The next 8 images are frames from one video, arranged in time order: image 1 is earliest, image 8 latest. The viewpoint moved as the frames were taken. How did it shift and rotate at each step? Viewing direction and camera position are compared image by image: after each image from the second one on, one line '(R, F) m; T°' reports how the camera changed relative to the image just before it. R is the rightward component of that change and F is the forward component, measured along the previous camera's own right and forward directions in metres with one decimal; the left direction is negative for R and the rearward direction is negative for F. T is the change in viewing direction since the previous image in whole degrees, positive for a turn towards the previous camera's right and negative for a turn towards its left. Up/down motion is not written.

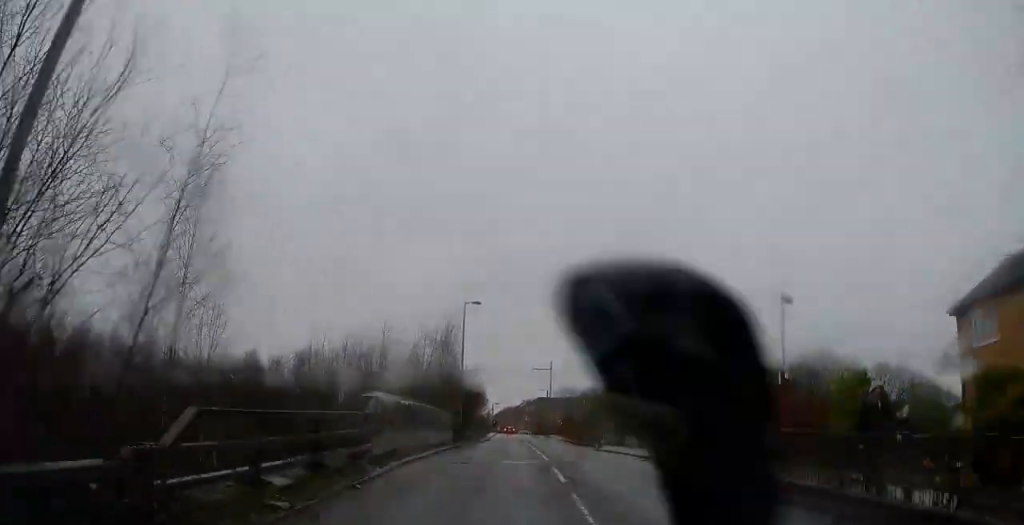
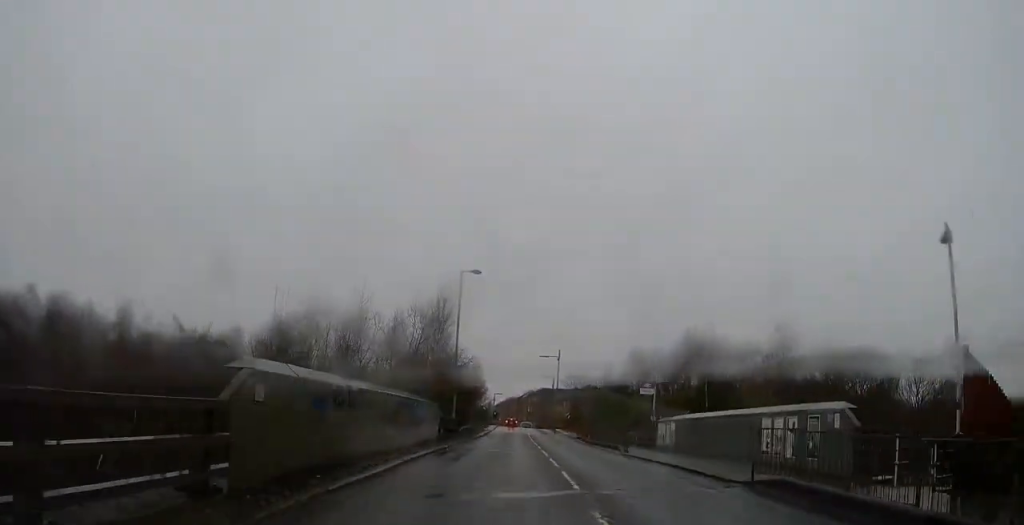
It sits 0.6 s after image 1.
(-0.1, +8.3) m; 0°
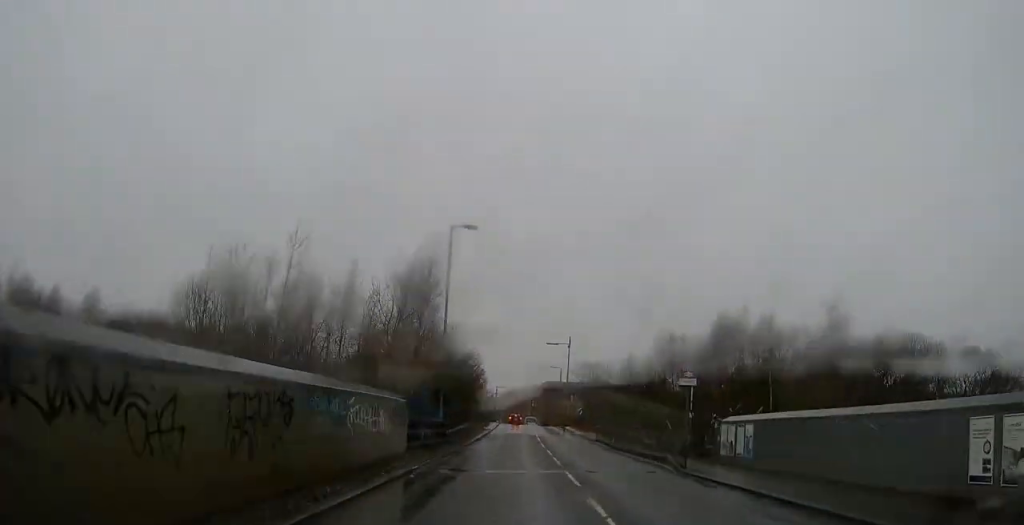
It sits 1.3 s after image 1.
(+0.2, +9.5) m; +1°
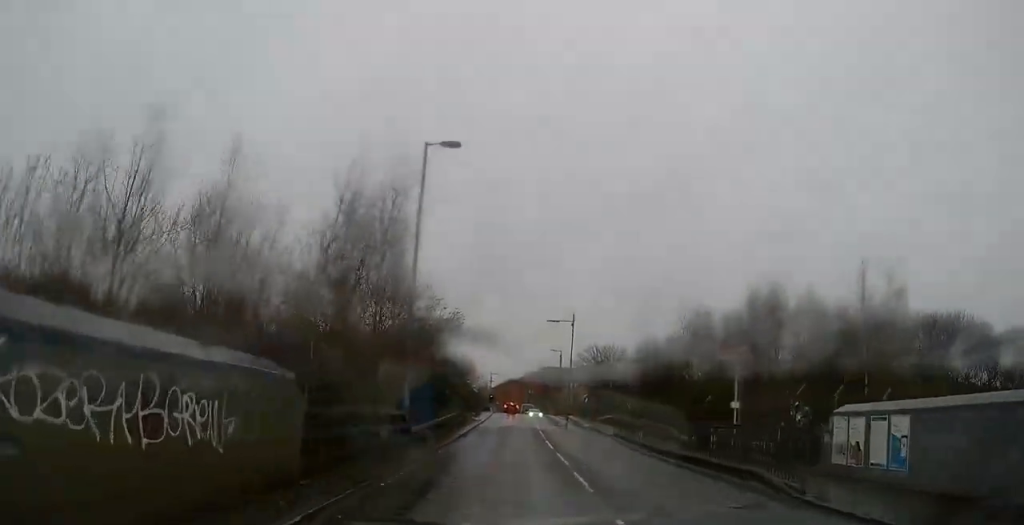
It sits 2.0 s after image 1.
(0.0, +8.9) m; 0°
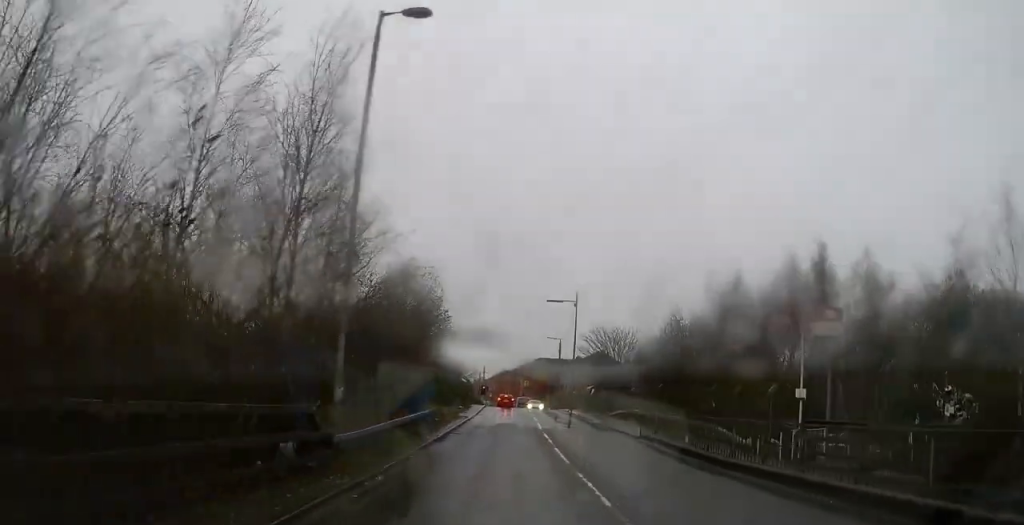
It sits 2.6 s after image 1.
(0.0, +7.9) m; 0°
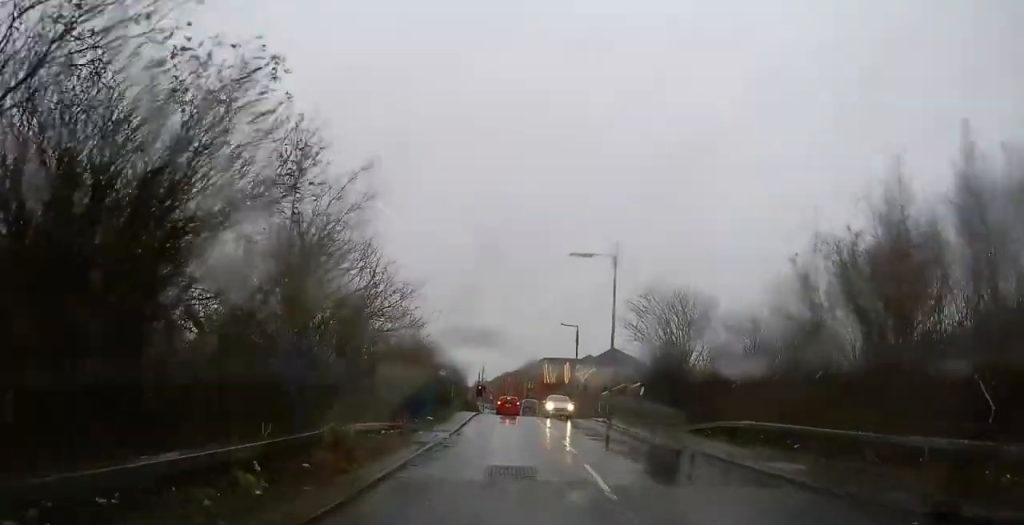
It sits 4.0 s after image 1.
(-0.5, +18.1) m; -2°
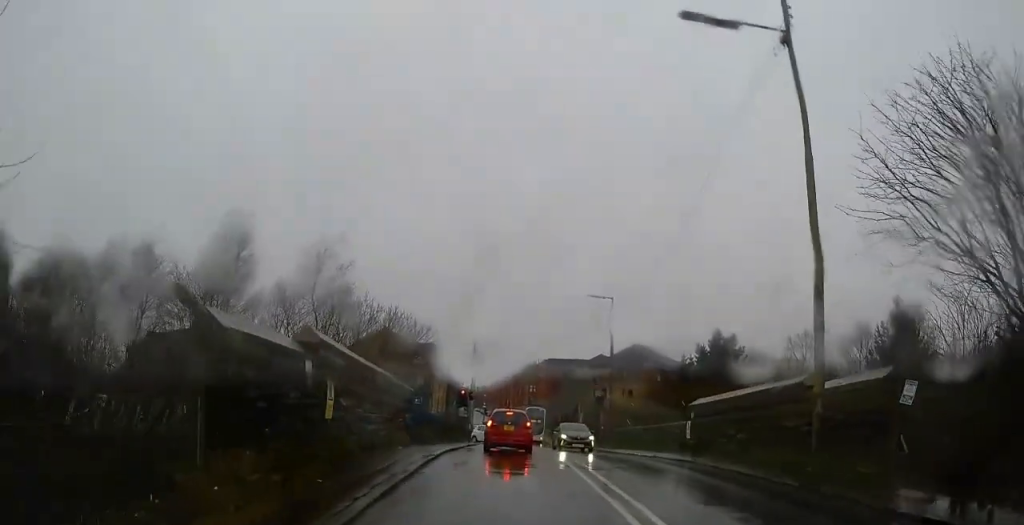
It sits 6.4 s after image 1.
(-0.2, +23.7) m; -4°
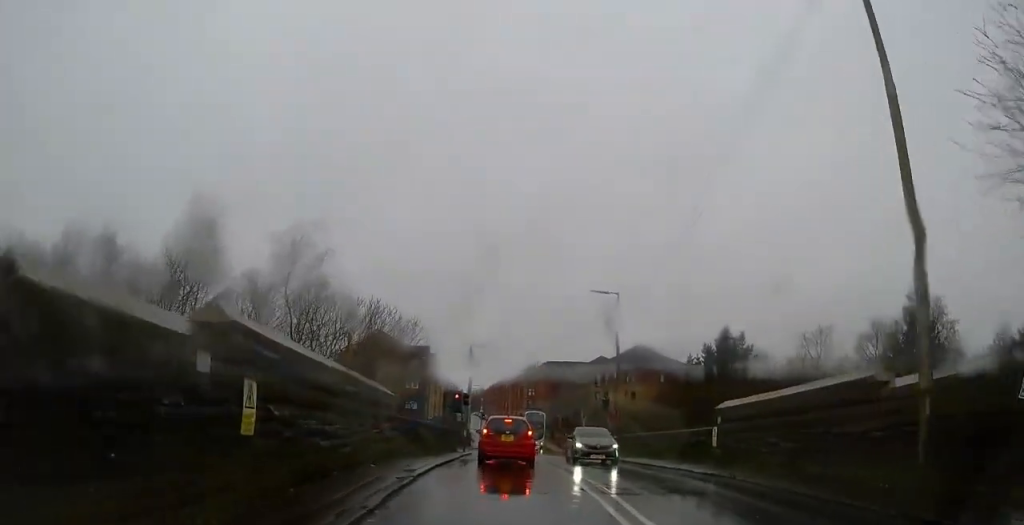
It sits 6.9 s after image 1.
(-0.2, +3.2) m; 0°
